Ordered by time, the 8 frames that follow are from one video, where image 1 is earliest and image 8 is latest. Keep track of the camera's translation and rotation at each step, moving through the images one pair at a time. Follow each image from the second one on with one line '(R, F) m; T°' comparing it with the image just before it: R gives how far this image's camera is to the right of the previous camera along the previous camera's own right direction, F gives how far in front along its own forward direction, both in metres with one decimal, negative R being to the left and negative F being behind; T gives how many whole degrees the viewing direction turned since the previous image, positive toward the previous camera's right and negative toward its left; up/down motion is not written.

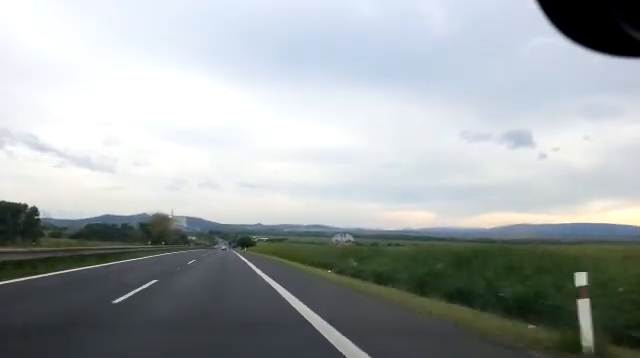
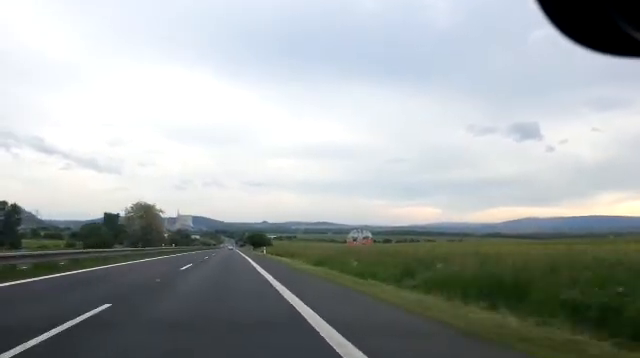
(-0.4, +43.0) m; -1°
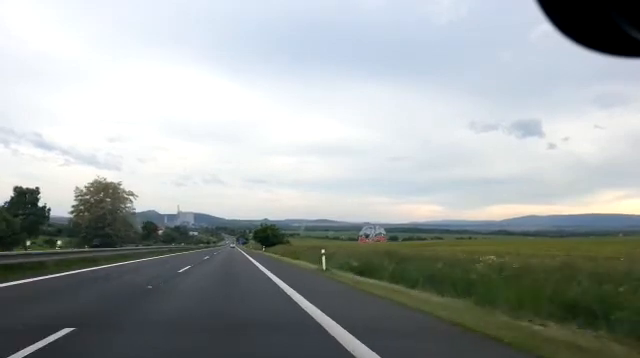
(+0.1, +39.6) m; +1°
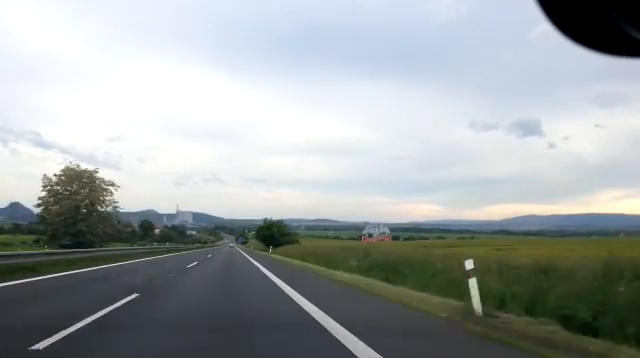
(0.0, +14.1) m; 0°
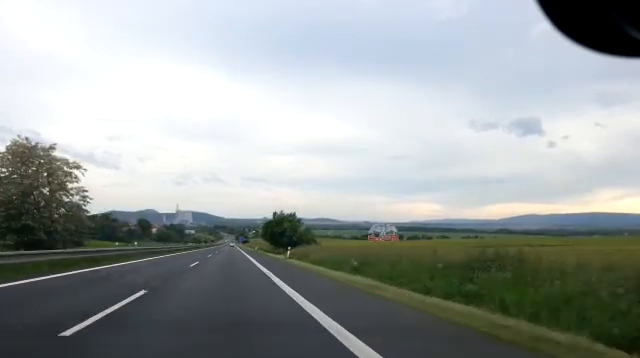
(0.0, +17.7) m; 0°
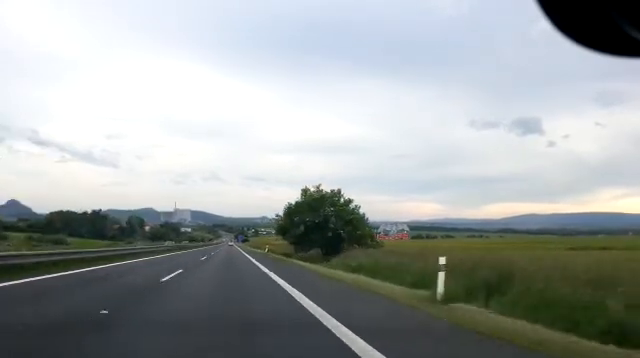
(+0.1, +28.5) m; 0°
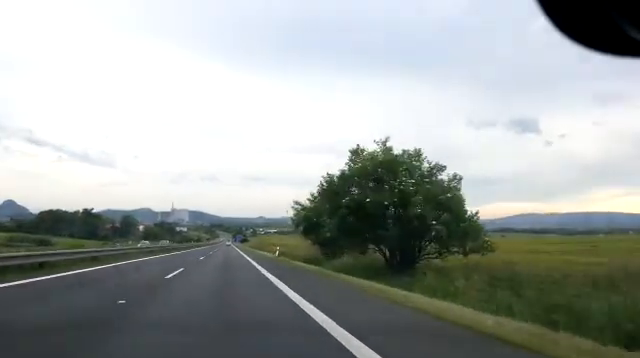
(+0.2, +17.0) m; 0°
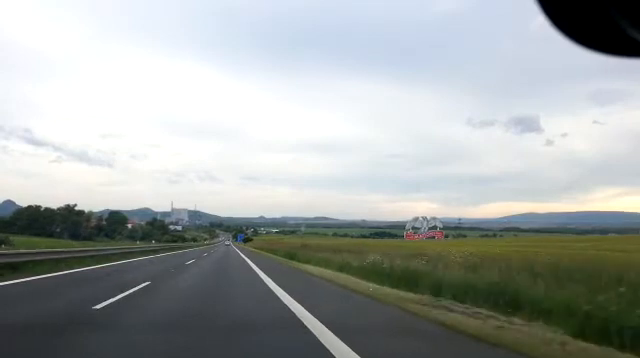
(0.0, +45.0) m; +1°
